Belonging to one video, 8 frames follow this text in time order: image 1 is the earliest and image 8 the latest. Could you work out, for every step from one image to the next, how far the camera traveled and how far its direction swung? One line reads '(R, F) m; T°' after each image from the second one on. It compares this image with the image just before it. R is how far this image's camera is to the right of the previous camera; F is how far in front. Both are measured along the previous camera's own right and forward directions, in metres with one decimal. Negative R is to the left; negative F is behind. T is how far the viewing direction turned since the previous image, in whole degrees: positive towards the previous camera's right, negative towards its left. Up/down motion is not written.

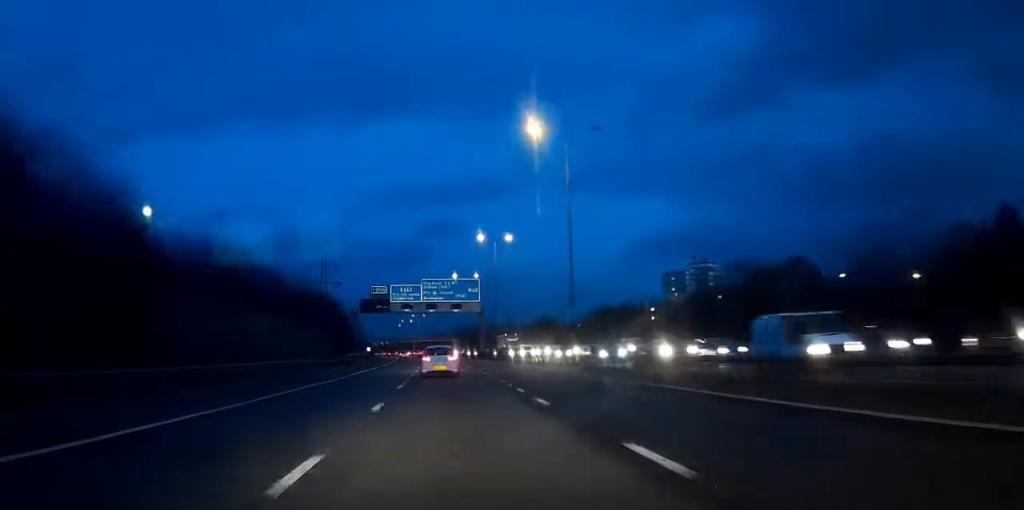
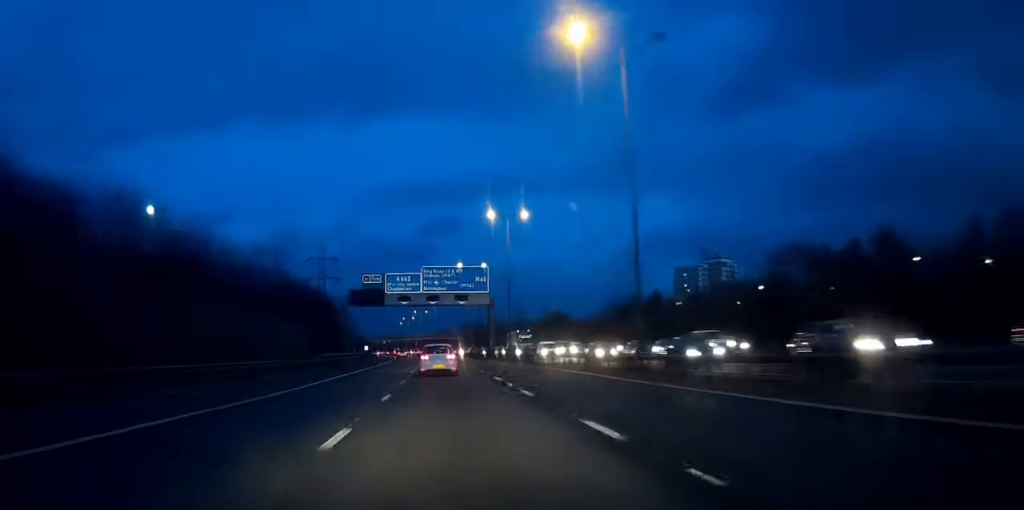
(-0.3, +14.4) m; 0°
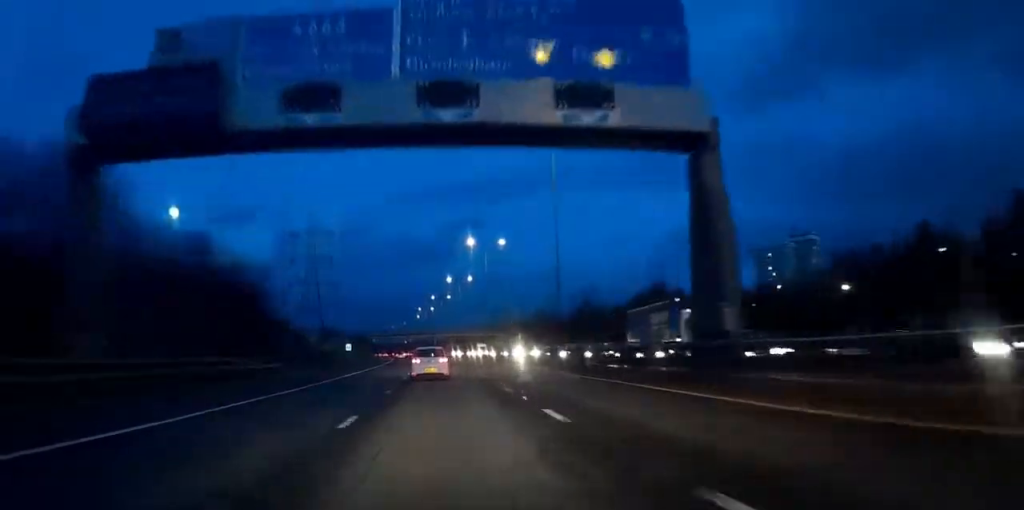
(+0.7, +74.2) m; 0°
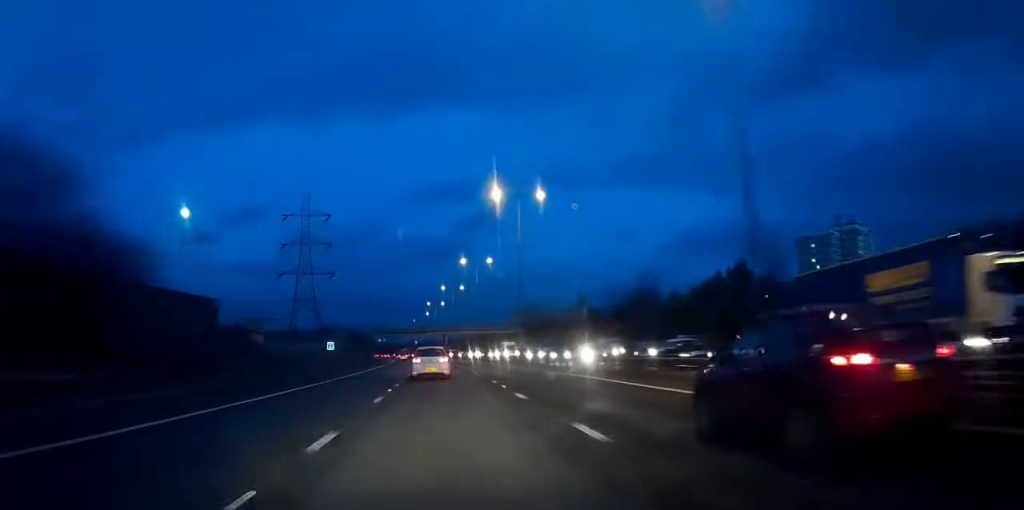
(-0.6, +29.6) m; -1°
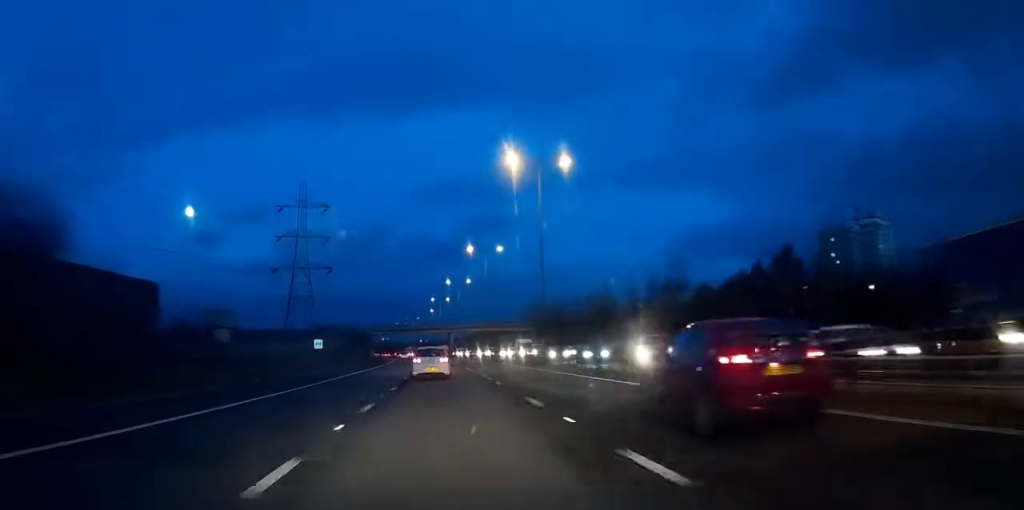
(0.0, +11.8) m; 0°
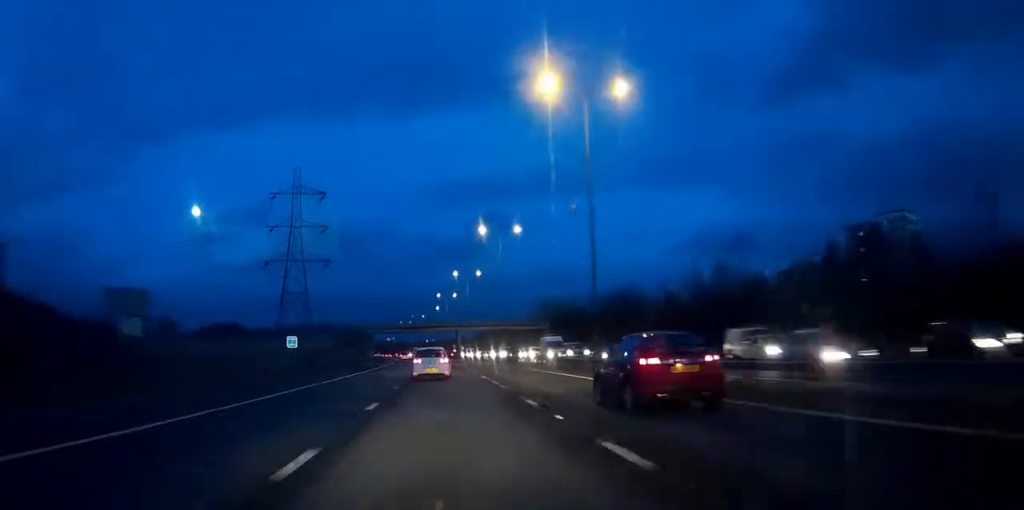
(0.0, +16.4) m; 0°
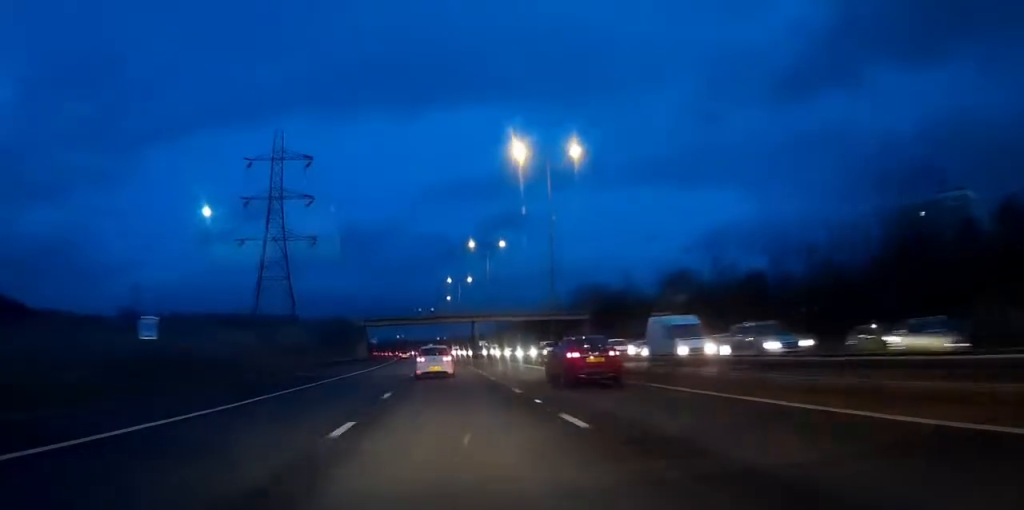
(-0.1, +32.4) m; -1°
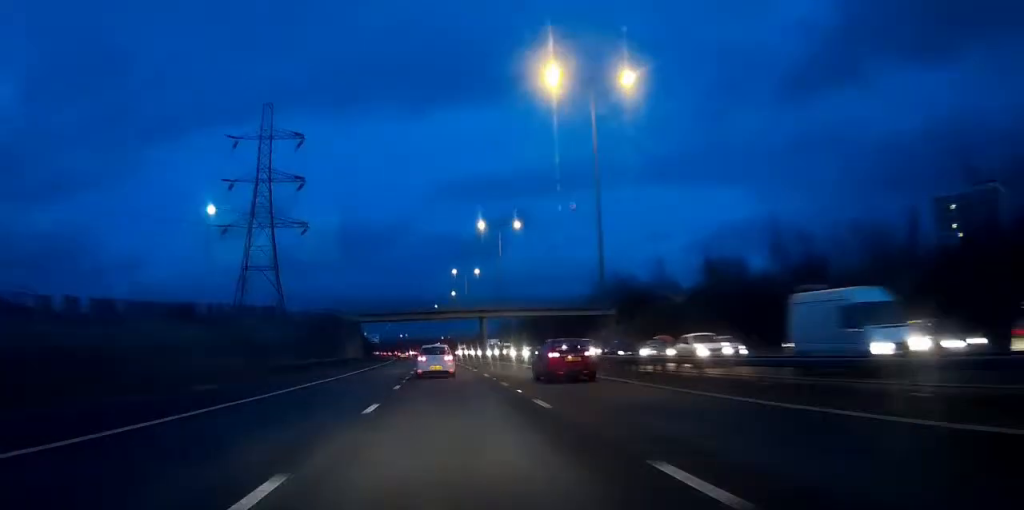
(0.0, +15.0) m; -1°
